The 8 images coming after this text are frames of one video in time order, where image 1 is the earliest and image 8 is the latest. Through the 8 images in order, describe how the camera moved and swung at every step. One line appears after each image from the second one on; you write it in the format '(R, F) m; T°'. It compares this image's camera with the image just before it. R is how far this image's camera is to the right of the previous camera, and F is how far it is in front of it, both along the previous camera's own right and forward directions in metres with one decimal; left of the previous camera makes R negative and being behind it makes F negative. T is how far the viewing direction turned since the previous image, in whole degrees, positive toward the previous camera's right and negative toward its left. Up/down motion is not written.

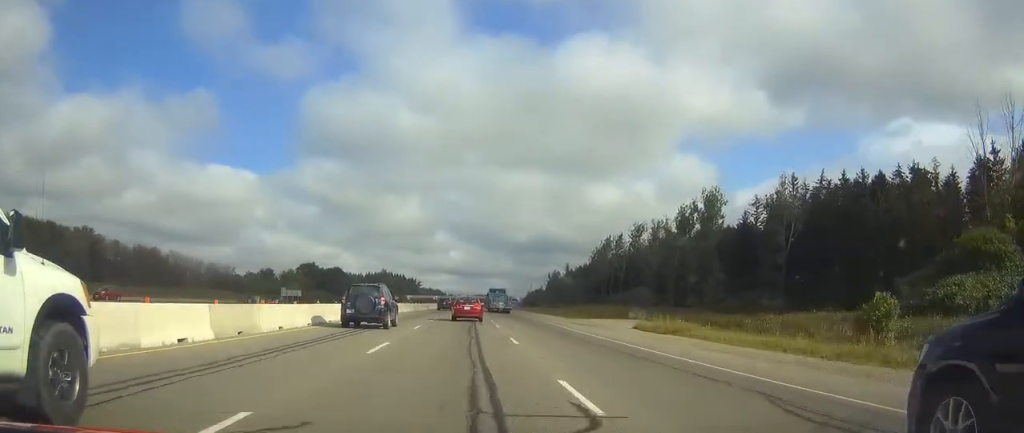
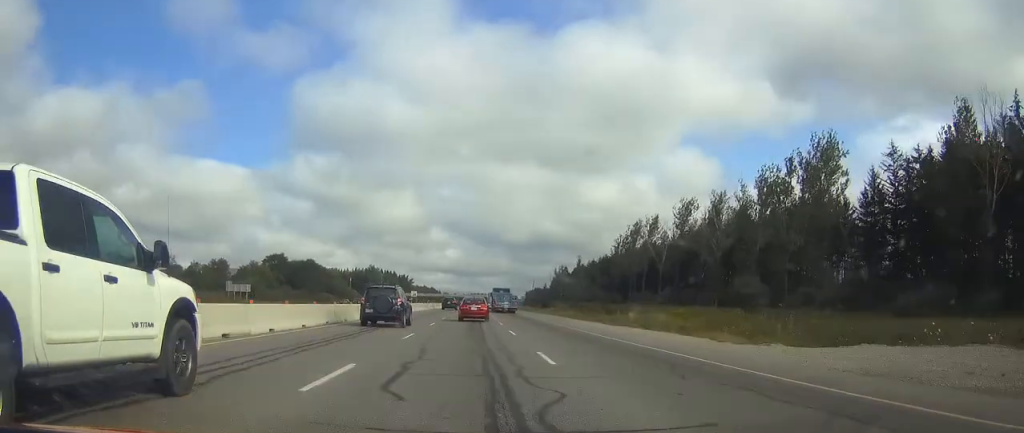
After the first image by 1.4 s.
(+0.2, +41.7) m; 0°
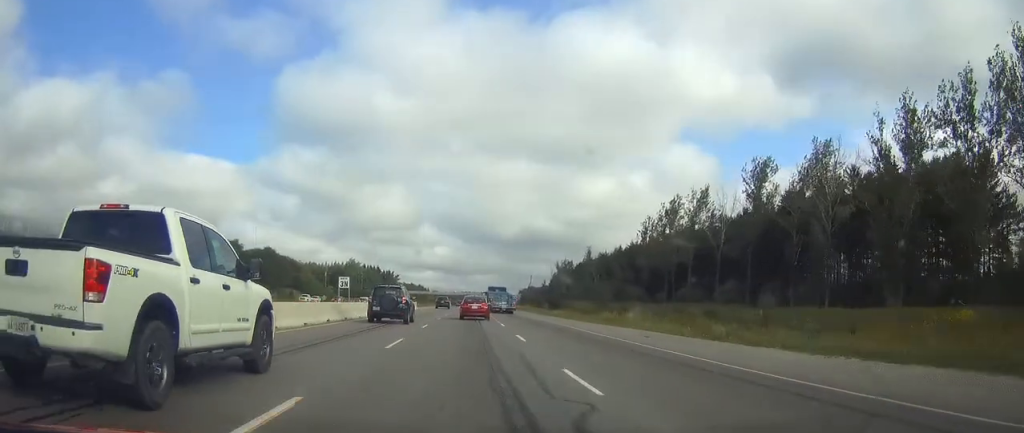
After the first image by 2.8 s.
(+0.2, +39.9) m; +1°
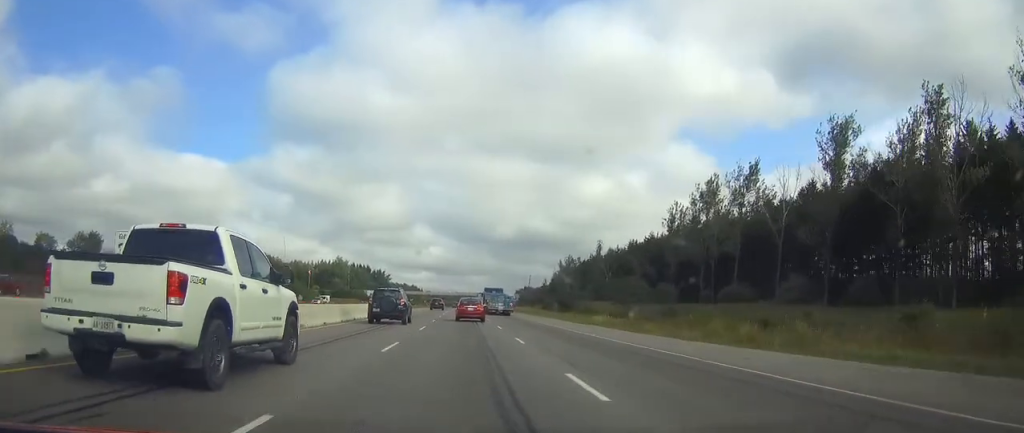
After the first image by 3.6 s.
(+0.2, +24.5) m; 0°
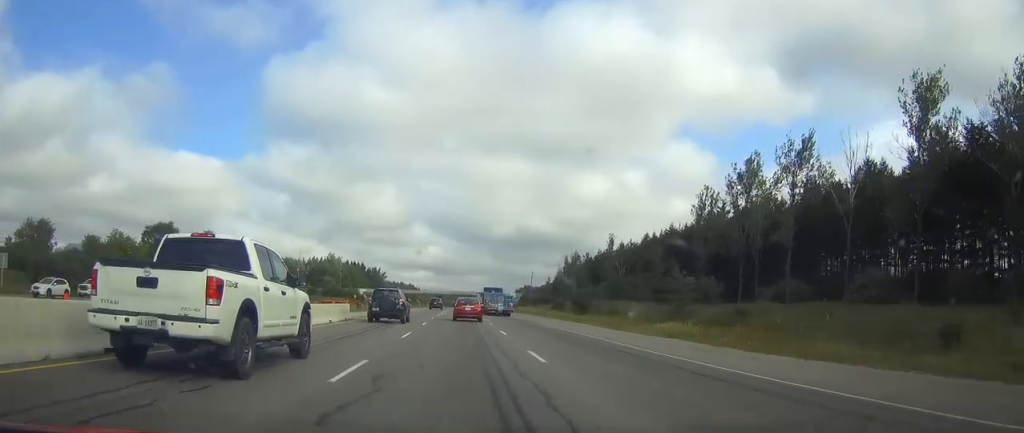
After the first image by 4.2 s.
(0.0, +17.7) m; 0°
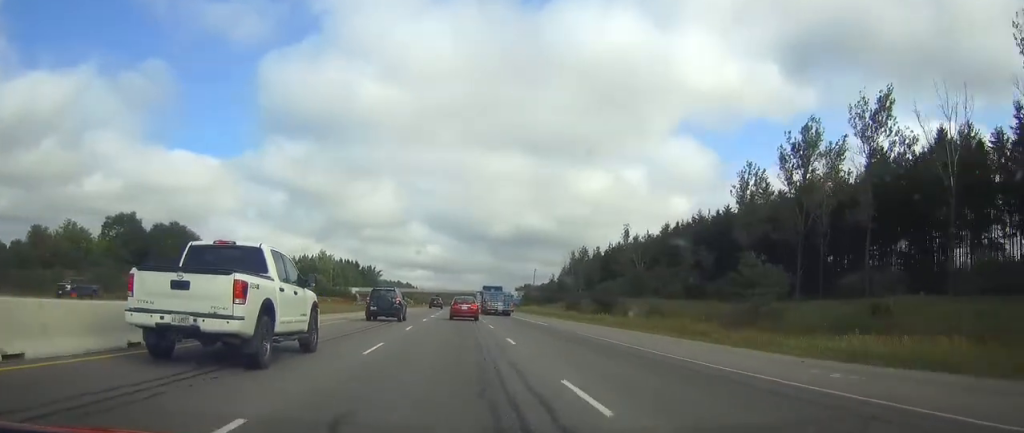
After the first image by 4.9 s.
(0.0, +18.7) m; 0°
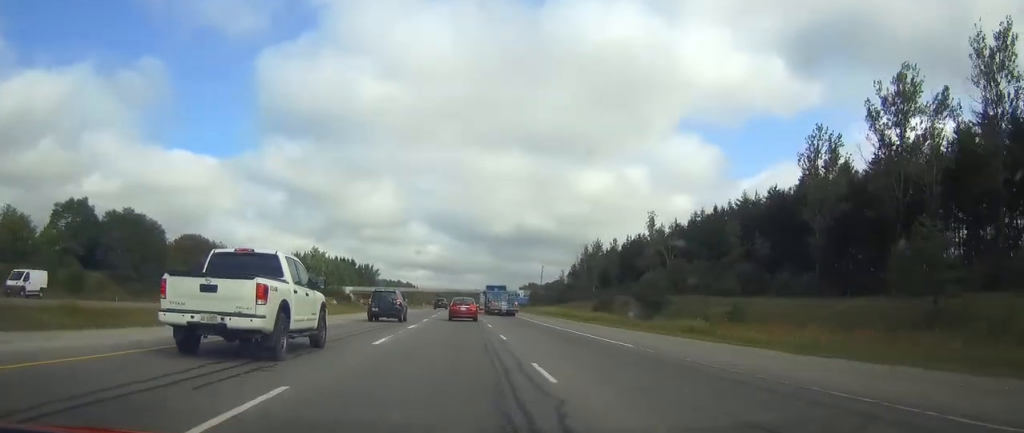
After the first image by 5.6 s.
(0.0, +20.9) m; 0°
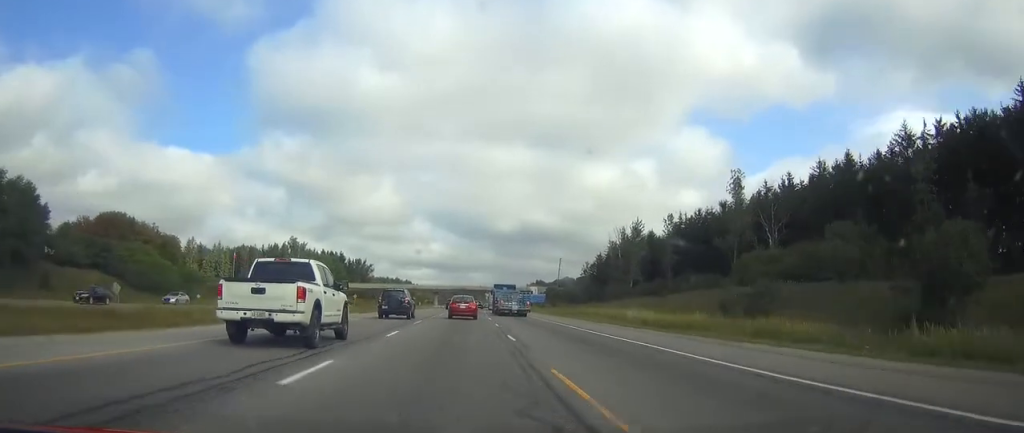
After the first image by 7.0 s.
(-0.1, +44.2) m; 0°
